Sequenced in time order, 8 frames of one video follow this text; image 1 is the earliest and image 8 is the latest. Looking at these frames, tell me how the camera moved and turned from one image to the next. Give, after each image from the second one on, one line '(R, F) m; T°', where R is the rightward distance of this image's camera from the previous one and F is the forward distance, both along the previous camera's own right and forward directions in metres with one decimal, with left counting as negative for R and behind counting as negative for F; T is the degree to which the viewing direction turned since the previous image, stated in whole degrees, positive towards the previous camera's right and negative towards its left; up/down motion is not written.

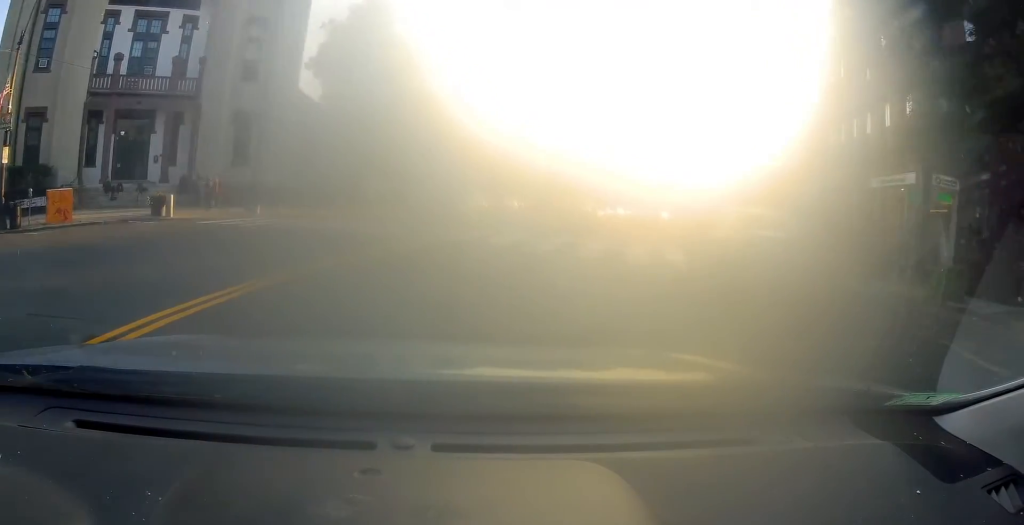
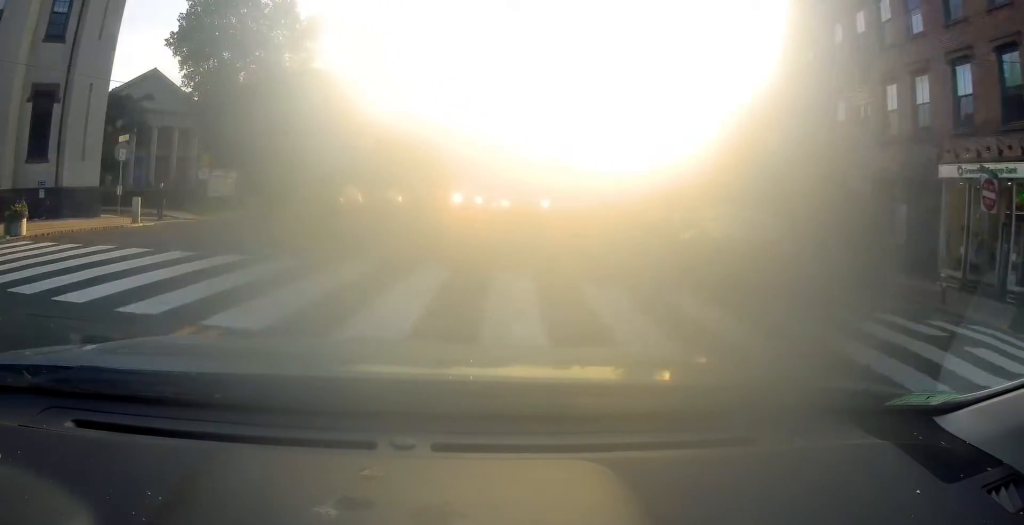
(+1.3, +10.9) m; +13°
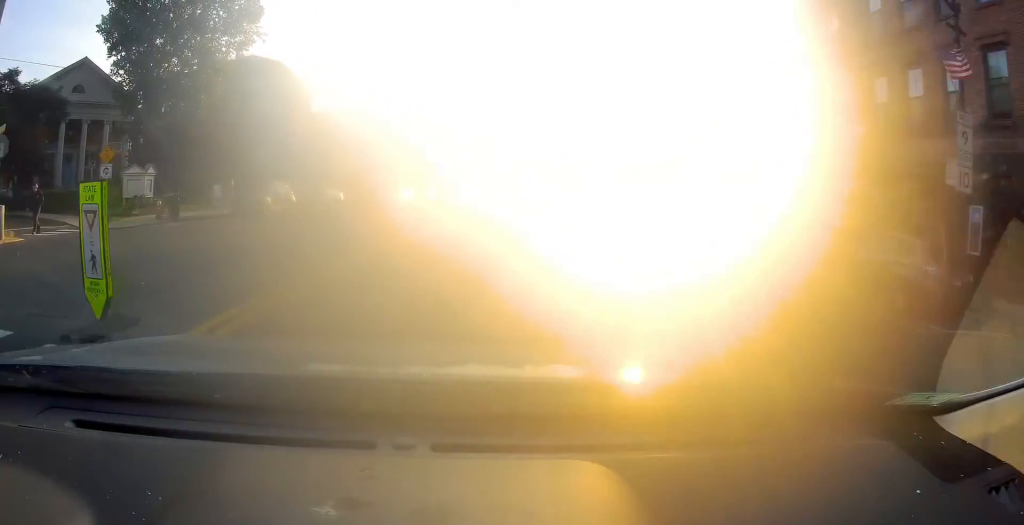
(0.0, +6.1) m; +2°
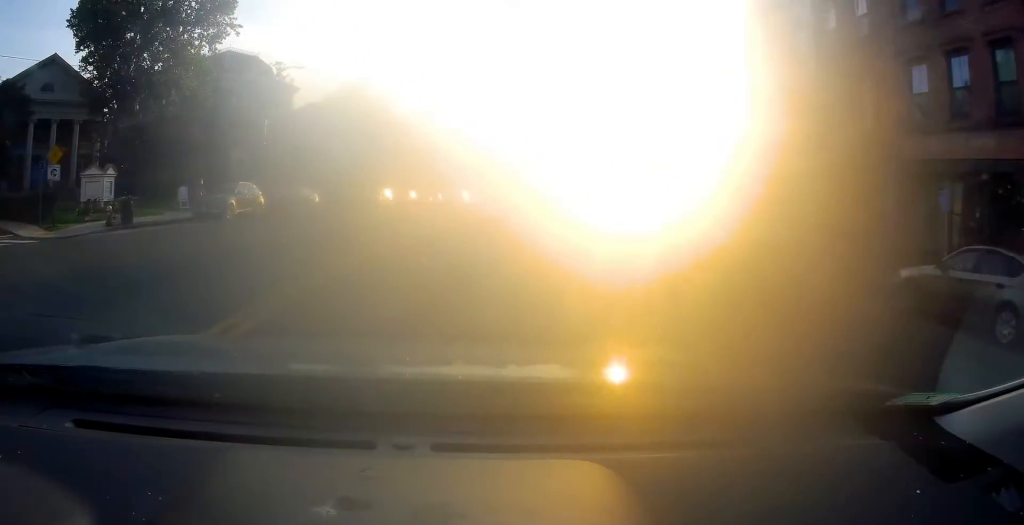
(-0.1, +3.3) m; 0°
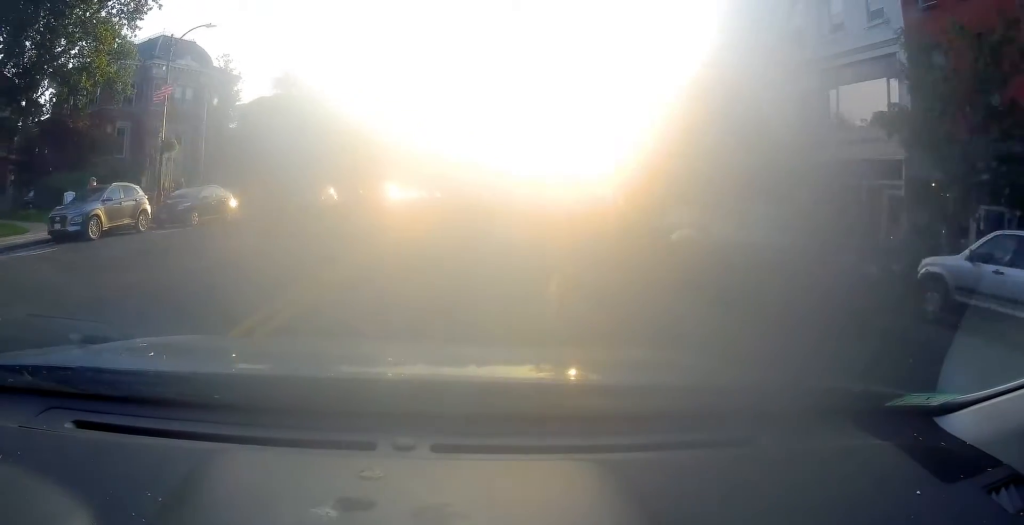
(+0.4, +8.0) m; +5°
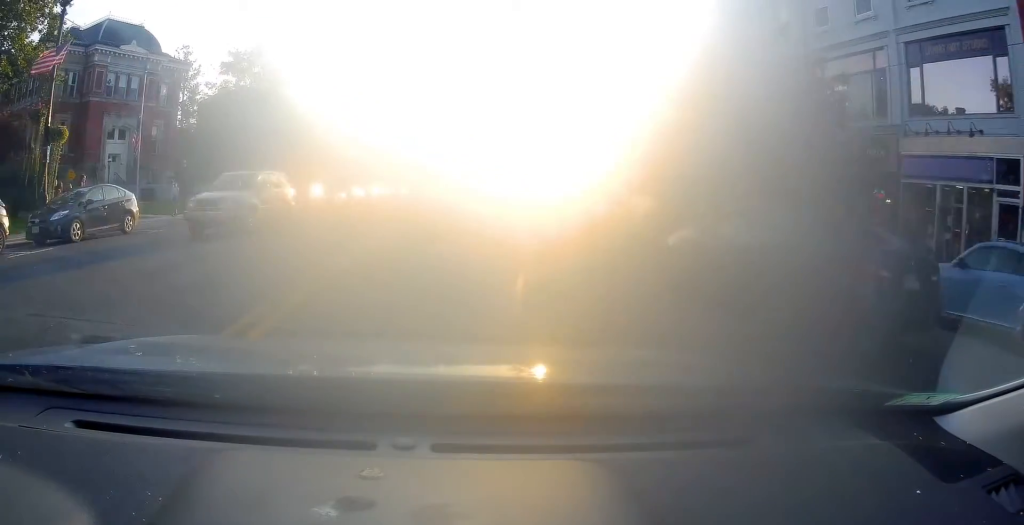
(+0.1, +6.6) m; +8°
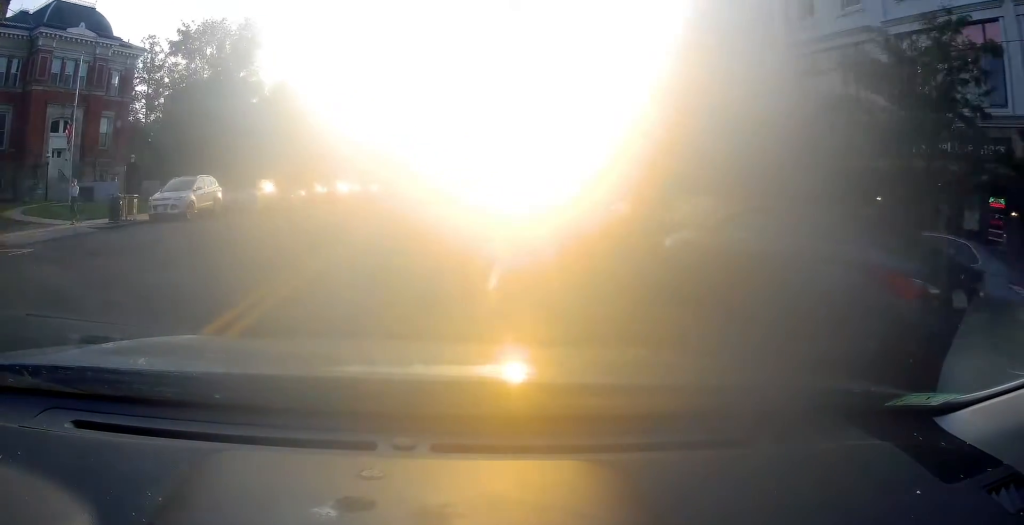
(+0.7, +6.6) m; +3°
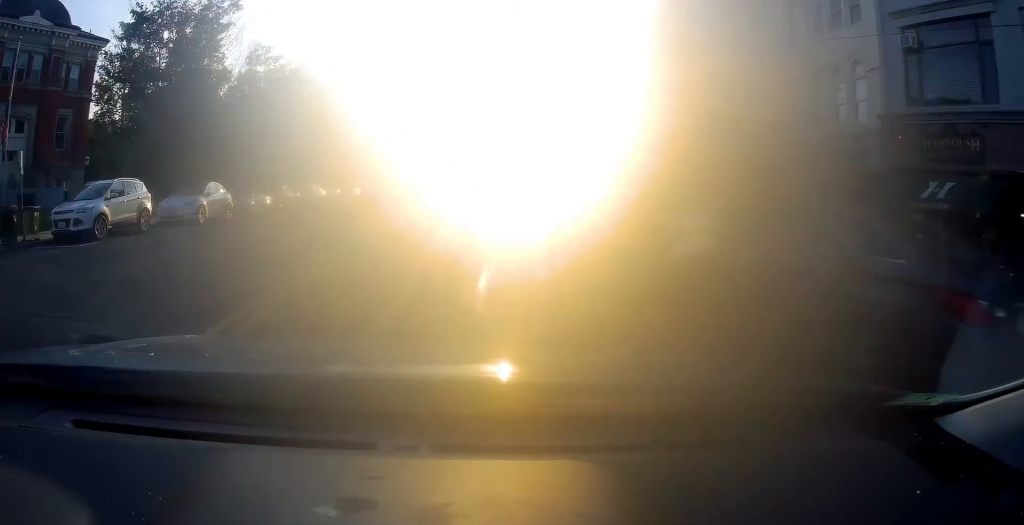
(-0.1, +6.8) m; +1°
